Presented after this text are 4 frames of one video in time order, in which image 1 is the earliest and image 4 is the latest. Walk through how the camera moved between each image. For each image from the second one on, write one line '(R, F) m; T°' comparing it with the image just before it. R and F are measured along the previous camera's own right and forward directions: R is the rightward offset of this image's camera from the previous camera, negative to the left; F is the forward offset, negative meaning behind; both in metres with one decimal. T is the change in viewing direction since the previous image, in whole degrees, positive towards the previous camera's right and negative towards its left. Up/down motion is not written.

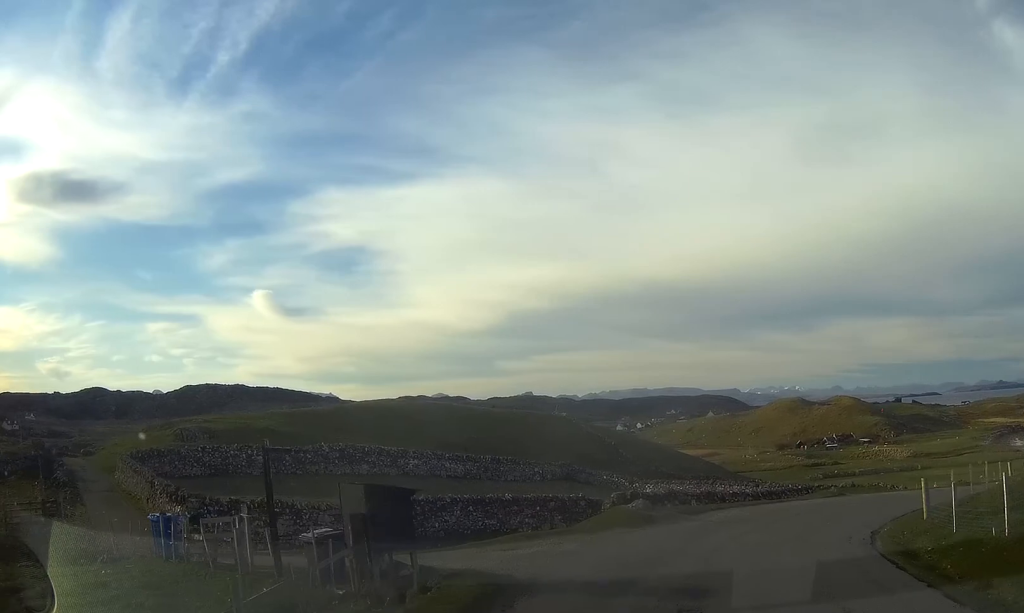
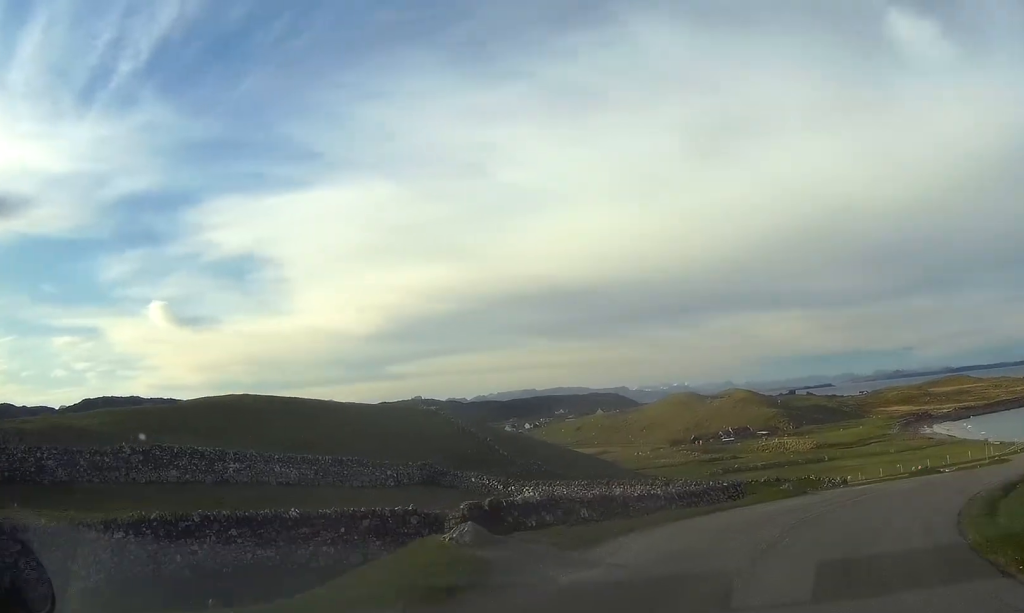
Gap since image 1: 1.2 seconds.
(+0.8, +12.5) m; +10°
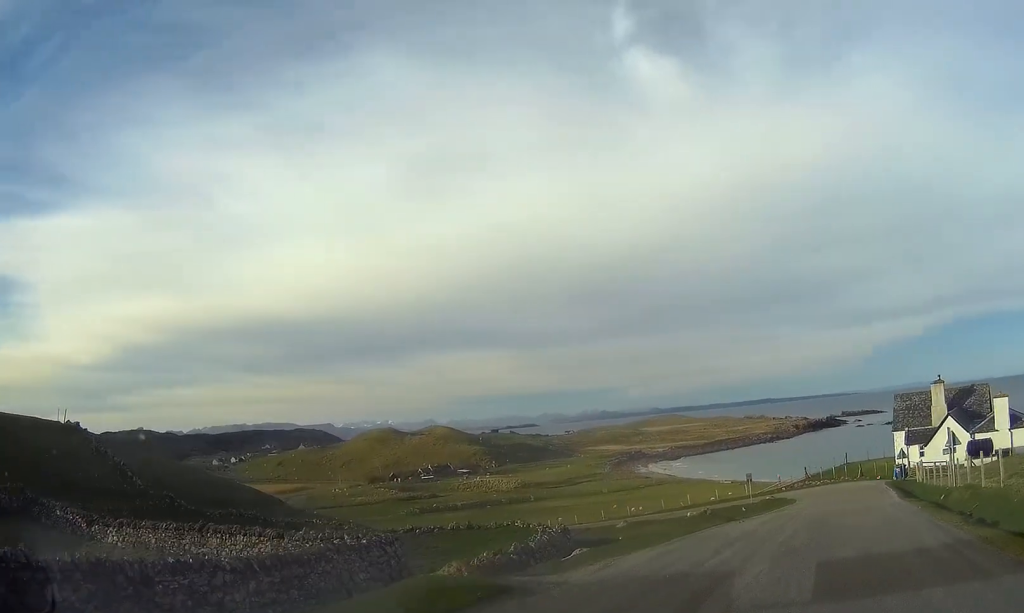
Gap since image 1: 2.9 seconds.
(+2.6, +16.9) m; +18°
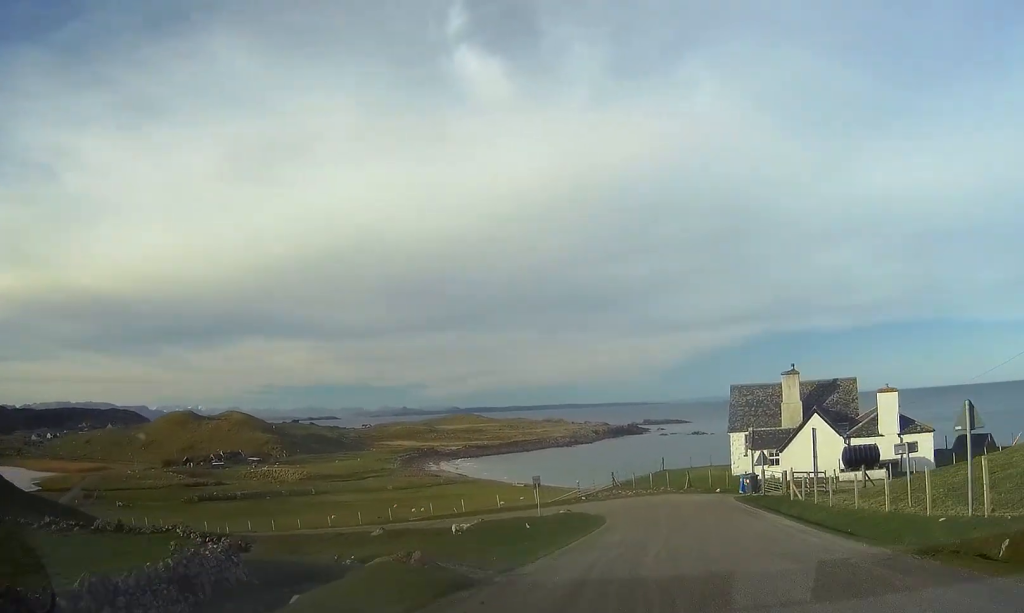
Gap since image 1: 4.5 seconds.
(+2.2, +17.4) m; +12°
